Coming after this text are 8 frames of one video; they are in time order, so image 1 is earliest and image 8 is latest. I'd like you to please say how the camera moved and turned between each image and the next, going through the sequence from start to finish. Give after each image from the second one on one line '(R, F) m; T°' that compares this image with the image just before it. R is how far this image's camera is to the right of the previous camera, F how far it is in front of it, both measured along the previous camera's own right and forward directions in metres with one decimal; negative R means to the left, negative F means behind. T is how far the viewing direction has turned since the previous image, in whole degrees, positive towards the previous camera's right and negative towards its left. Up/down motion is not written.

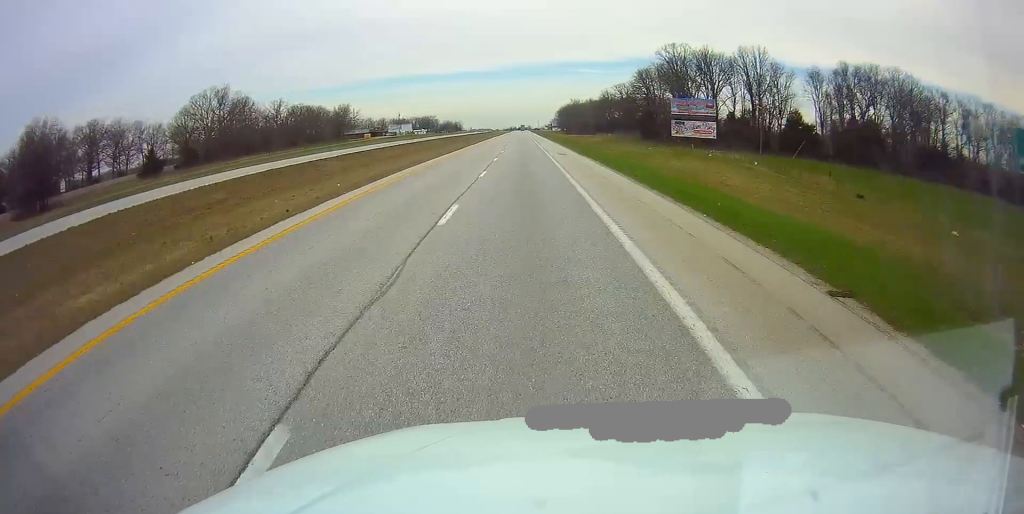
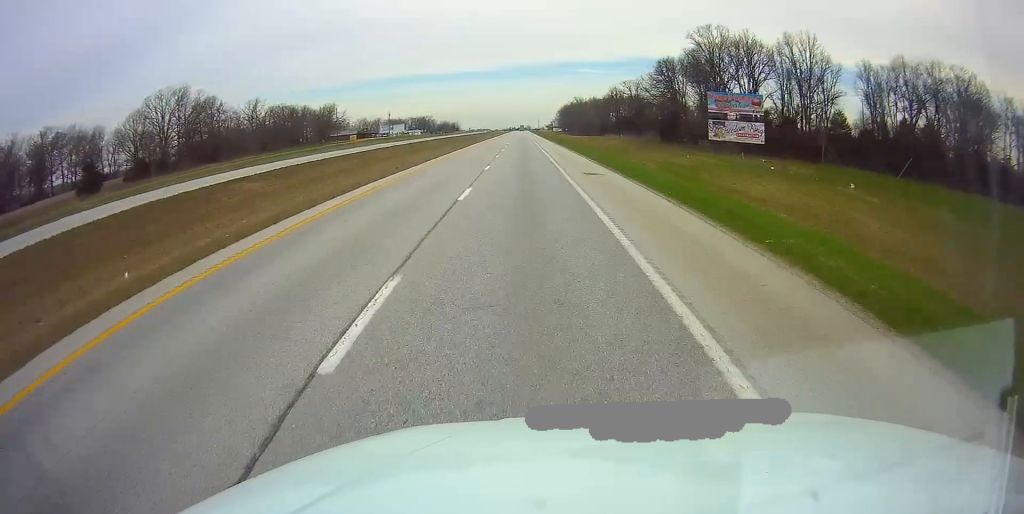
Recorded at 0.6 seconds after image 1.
(-0.1, +19.8) m; +1°
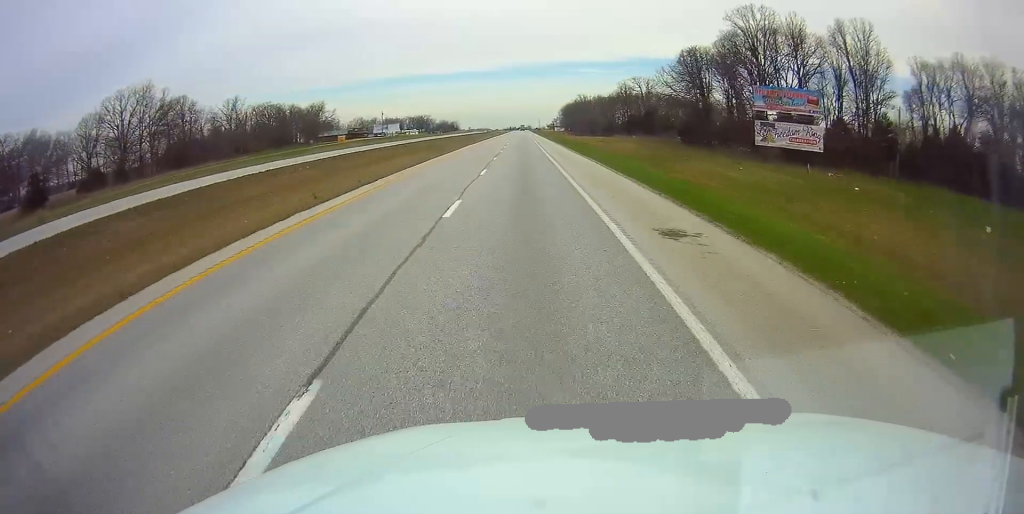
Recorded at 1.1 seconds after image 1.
(+0.3, +15.6) m; 0°
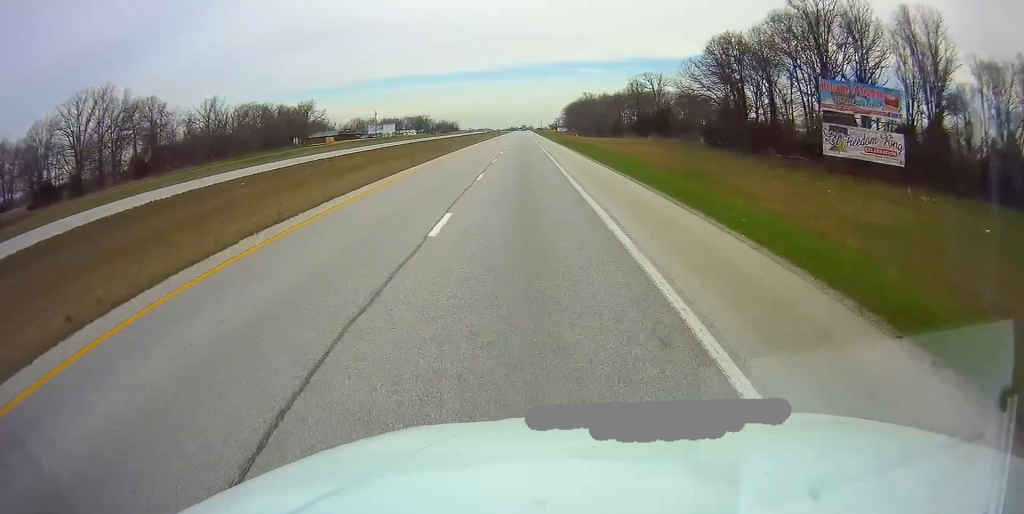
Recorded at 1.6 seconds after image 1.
(+0.3, +14.5) m; 0°
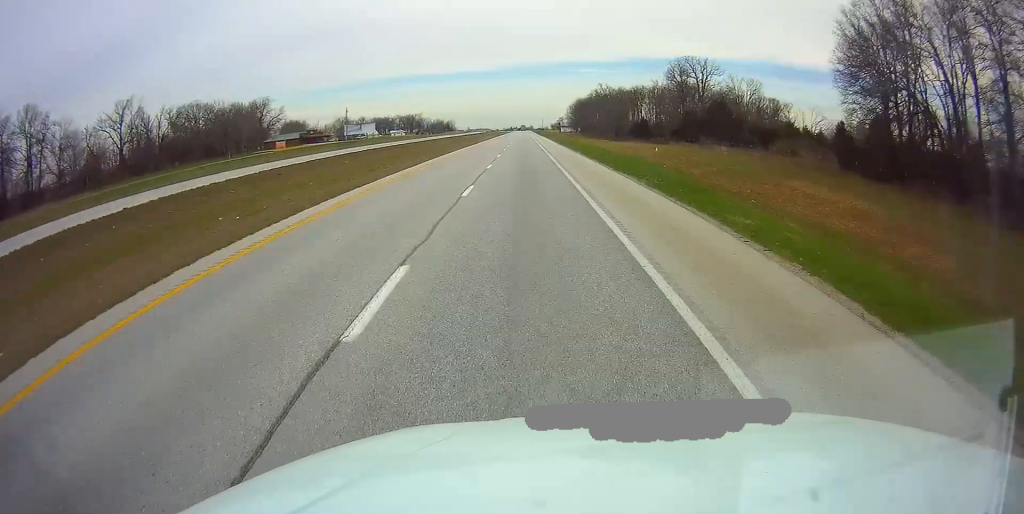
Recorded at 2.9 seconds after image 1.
(-0.8, +41.5) m; -1°
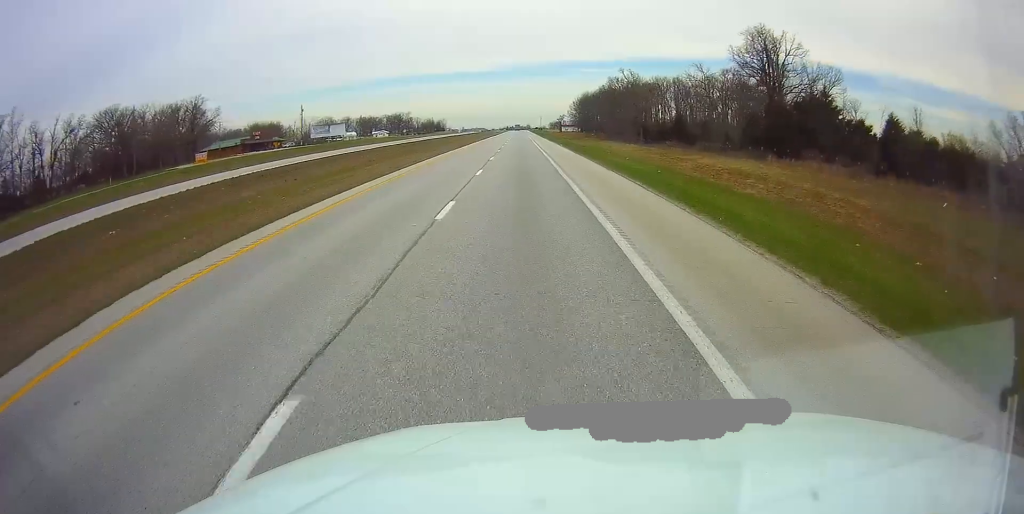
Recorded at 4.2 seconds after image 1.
(+0.6, +40.6) m; +1°
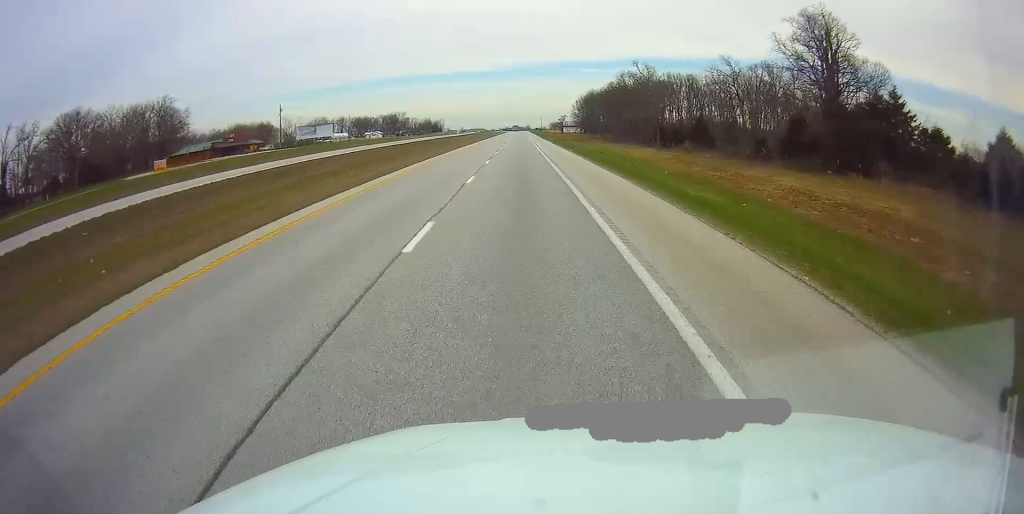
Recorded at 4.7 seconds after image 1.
(+0.3, +15.6) m; 0°
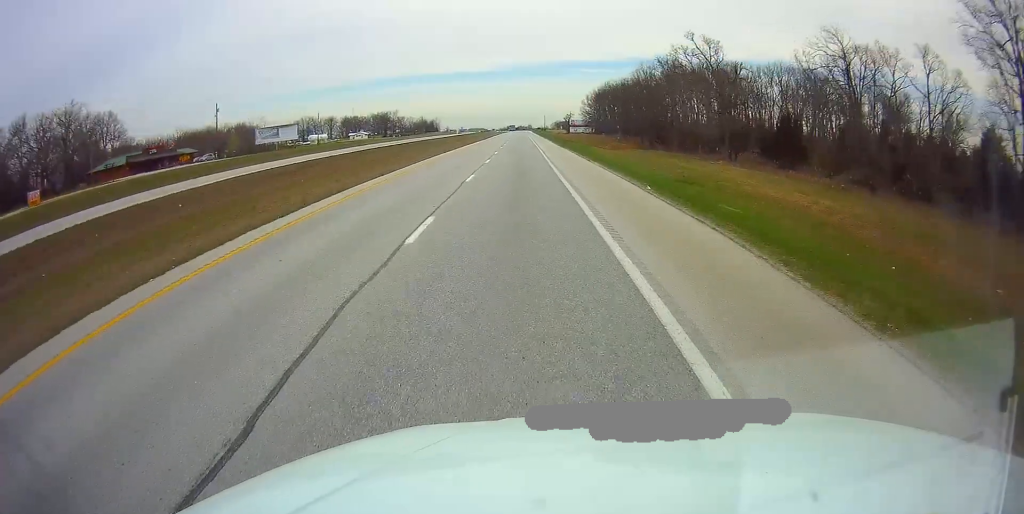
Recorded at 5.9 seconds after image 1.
(-0.8, +35.4) m; -1°
